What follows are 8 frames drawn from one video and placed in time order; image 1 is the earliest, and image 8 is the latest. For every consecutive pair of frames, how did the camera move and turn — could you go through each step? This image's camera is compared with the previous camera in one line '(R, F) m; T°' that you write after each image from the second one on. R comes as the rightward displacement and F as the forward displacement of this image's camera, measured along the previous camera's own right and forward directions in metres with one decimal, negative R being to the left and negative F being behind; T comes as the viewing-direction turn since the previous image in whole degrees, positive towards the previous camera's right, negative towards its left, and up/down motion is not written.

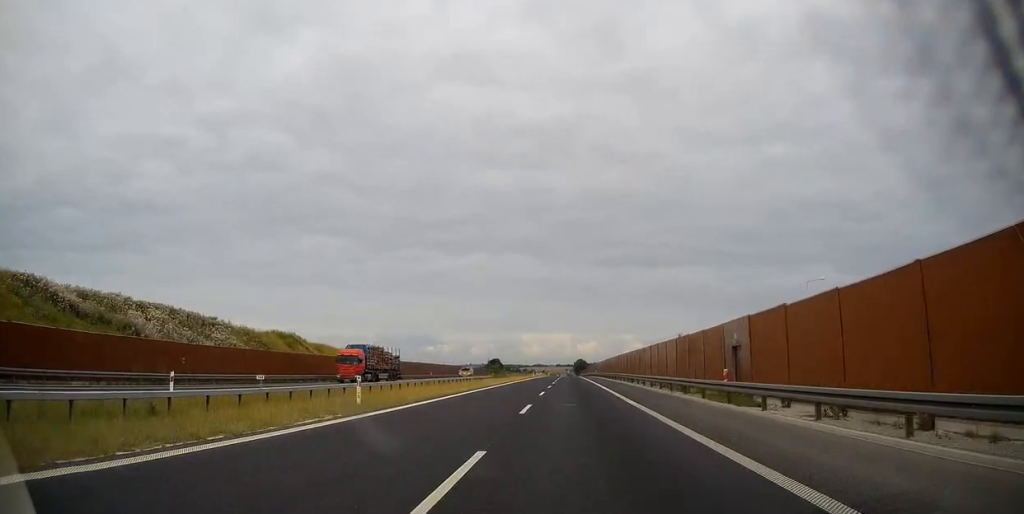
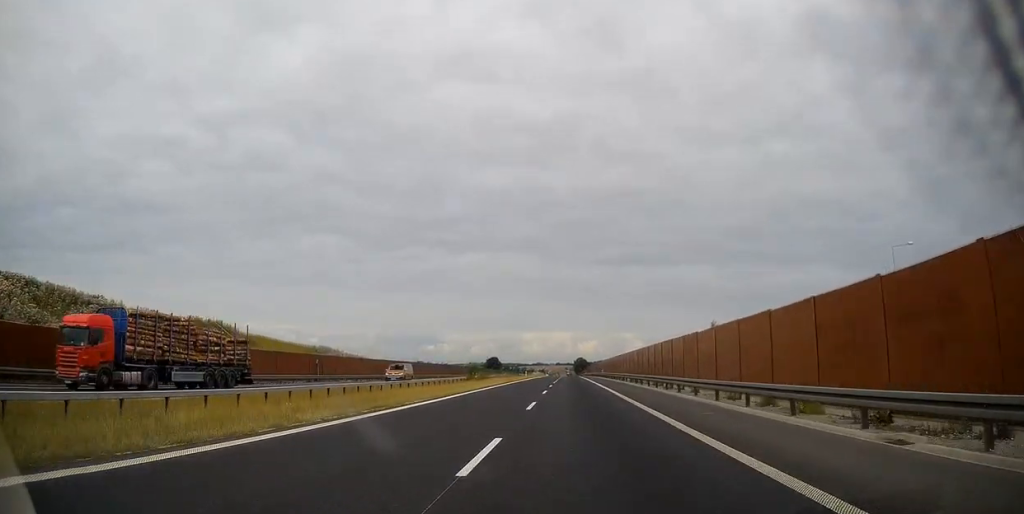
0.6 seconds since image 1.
(0.0, +22.1) m; 0°
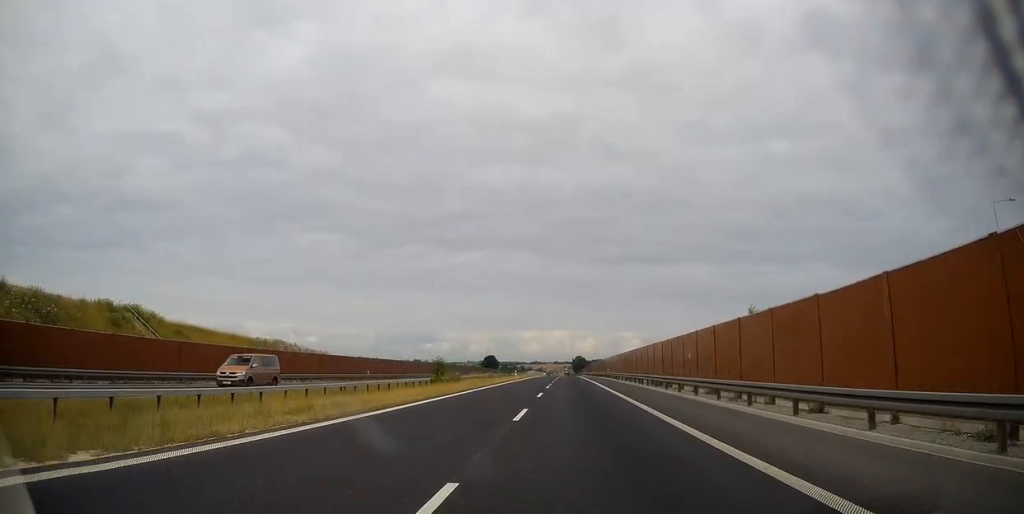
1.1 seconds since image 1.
(0.0, +16.3) m; 0°
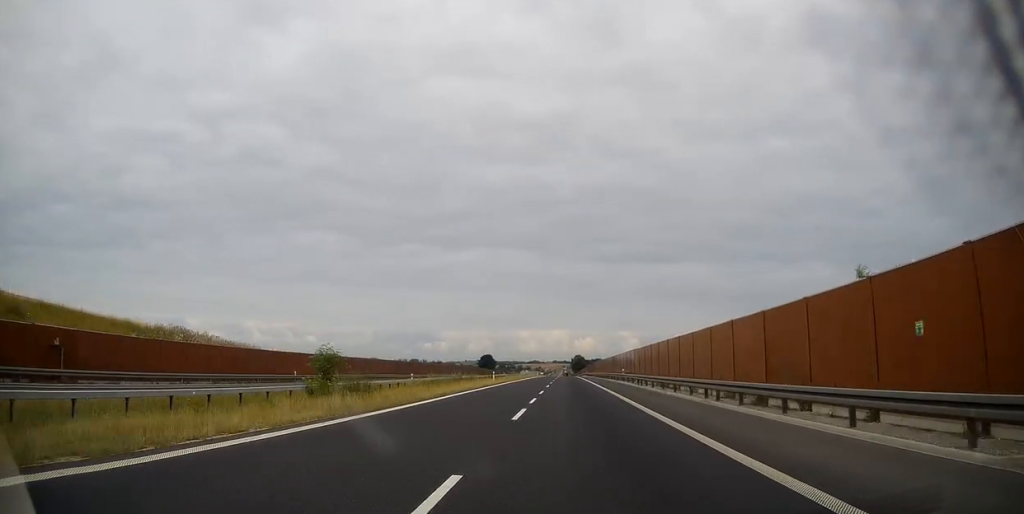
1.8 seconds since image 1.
(0.0, +23.3) m; 0°
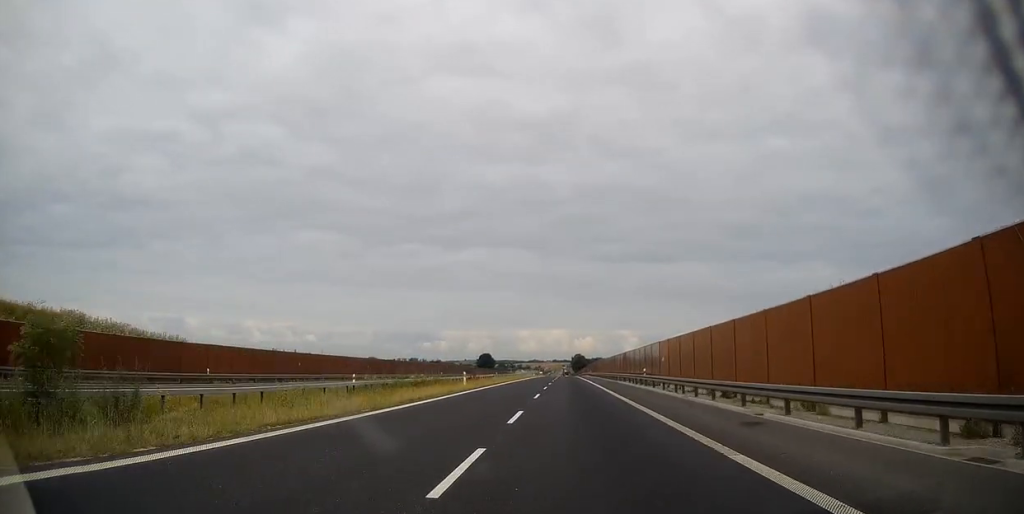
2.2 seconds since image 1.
(0.0, +16.4) m; 0°
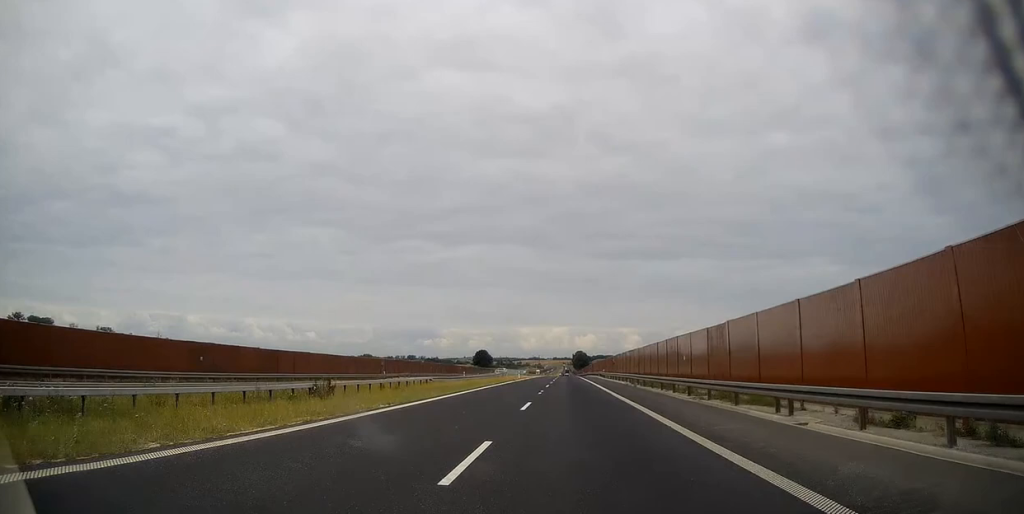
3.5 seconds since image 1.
(+0.1, +43.2) m; 0°
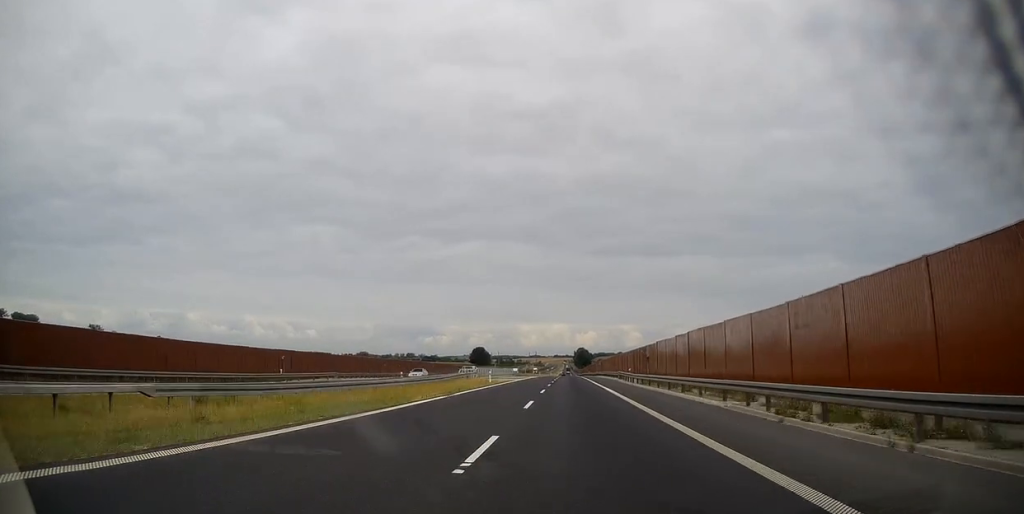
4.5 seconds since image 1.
(-0.1, +34.9) m; 0°
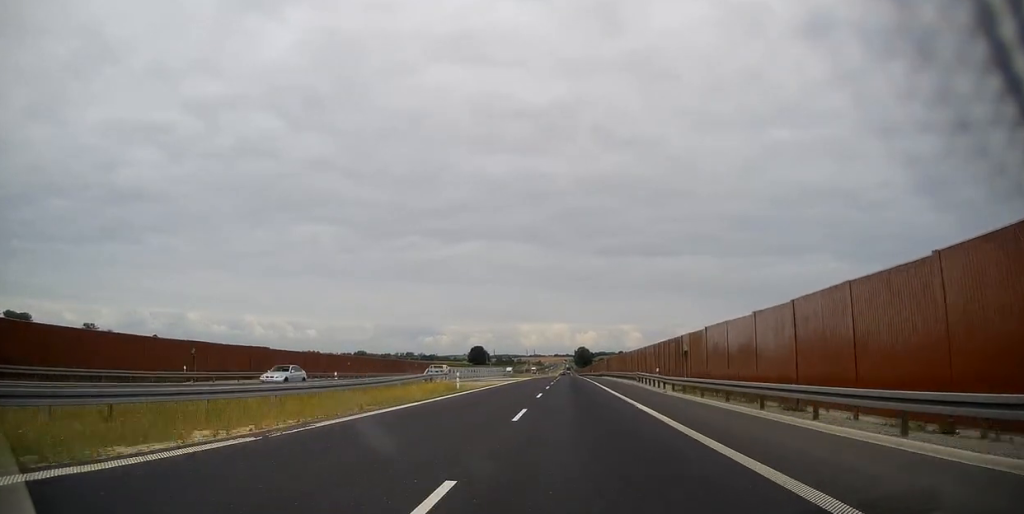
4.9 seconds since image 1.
(0.0, +16.3) m; 0°
